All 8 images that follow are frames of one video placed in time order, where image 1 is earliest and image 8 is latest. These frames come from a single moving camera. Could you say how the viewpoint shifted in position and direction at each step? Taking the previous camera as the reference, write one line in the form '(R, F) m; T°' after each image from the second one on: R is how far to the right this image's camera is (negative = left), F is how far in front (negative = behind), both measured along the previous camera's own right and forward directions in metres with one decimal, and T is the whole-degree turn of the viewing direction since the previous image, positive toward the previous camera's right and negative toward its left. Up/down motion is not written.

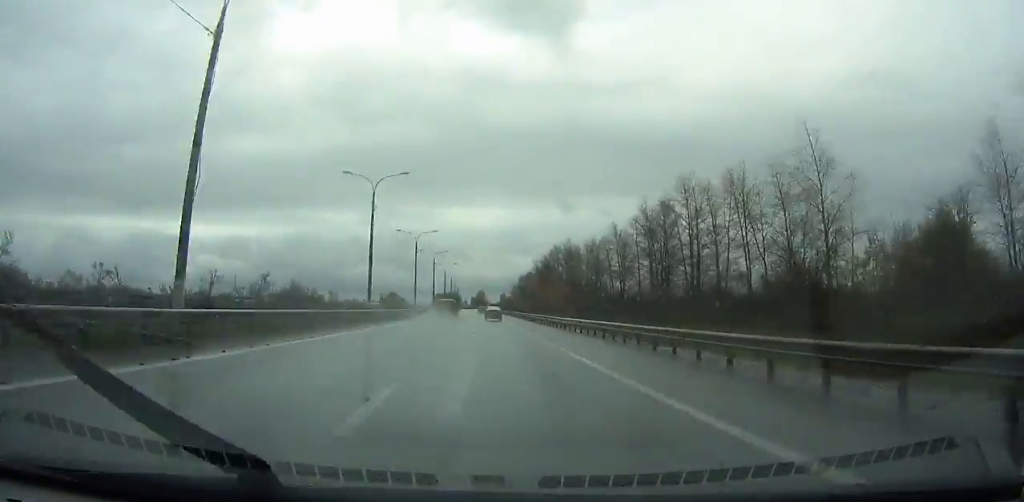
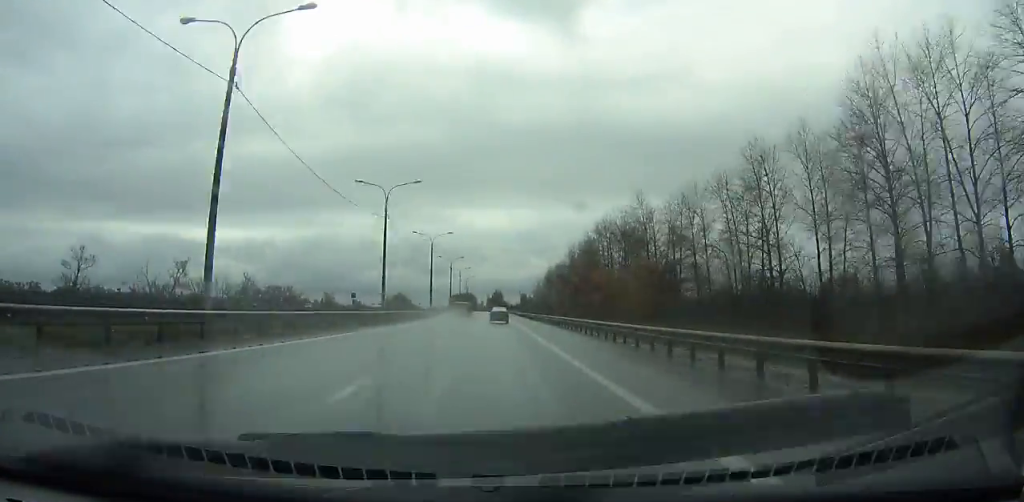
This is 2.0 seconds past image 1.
(-0.2, +57.0) m; -1°
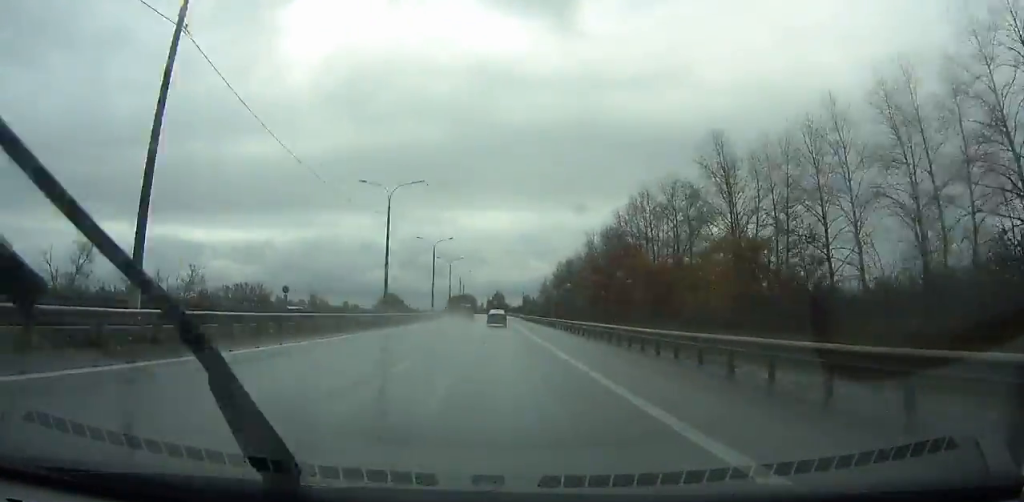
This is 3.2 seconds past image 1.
(-0.3, +33.6) m; 0°
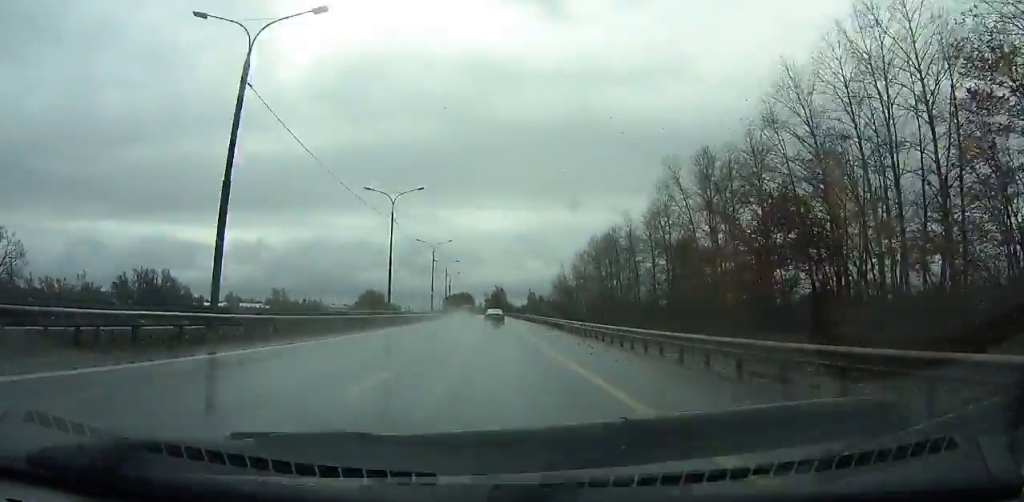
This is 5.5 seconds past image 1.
(-0.4, +63.1) m; -1°
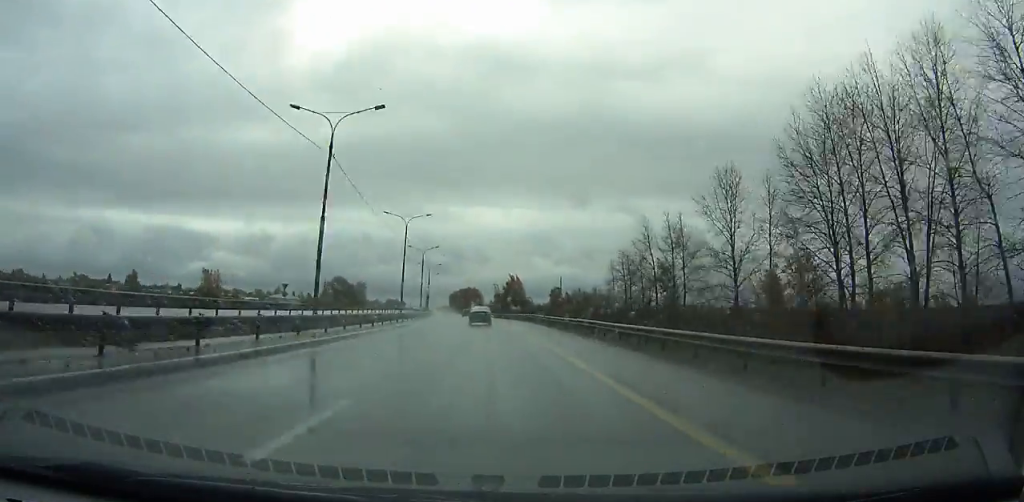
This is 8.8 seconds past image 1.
(-0.4, +88.2) m; -1°
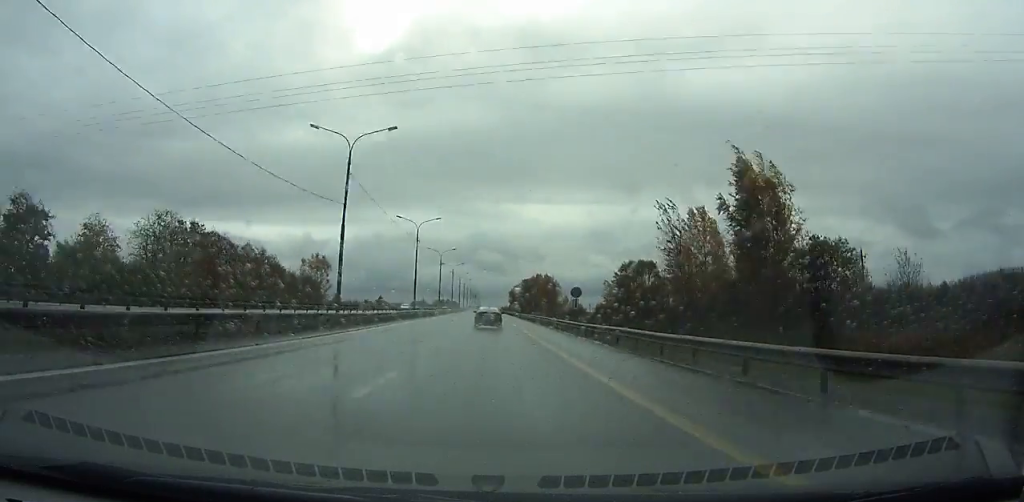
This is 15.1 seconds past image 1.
(-8.1, +162.5) m; -5°
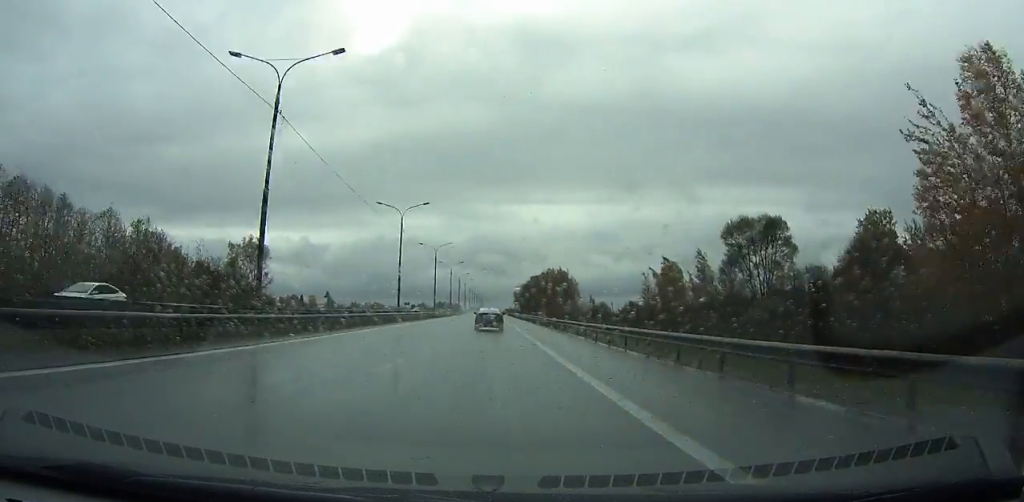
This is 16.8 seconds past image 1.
(-0.3, +42.8) m; -1°
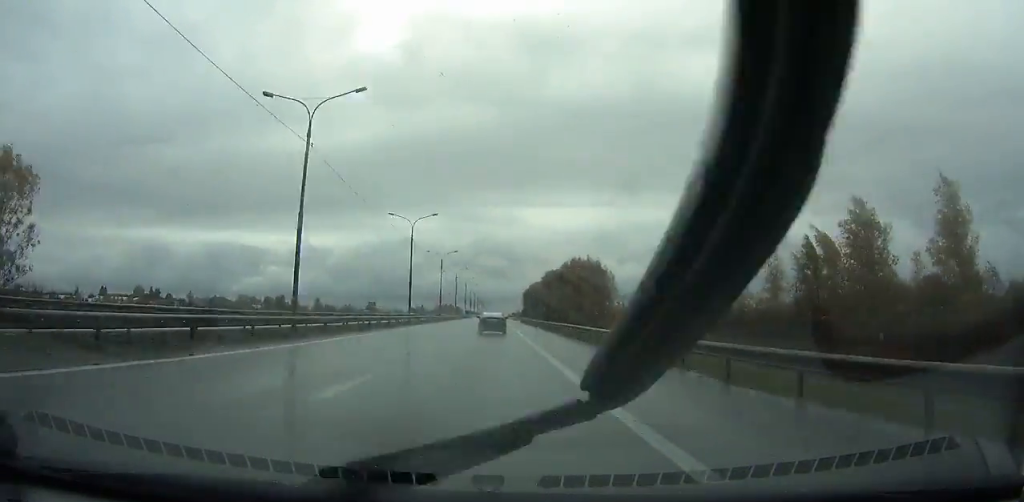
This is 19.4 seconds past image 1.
(0.0, +64.8) m; 0°
